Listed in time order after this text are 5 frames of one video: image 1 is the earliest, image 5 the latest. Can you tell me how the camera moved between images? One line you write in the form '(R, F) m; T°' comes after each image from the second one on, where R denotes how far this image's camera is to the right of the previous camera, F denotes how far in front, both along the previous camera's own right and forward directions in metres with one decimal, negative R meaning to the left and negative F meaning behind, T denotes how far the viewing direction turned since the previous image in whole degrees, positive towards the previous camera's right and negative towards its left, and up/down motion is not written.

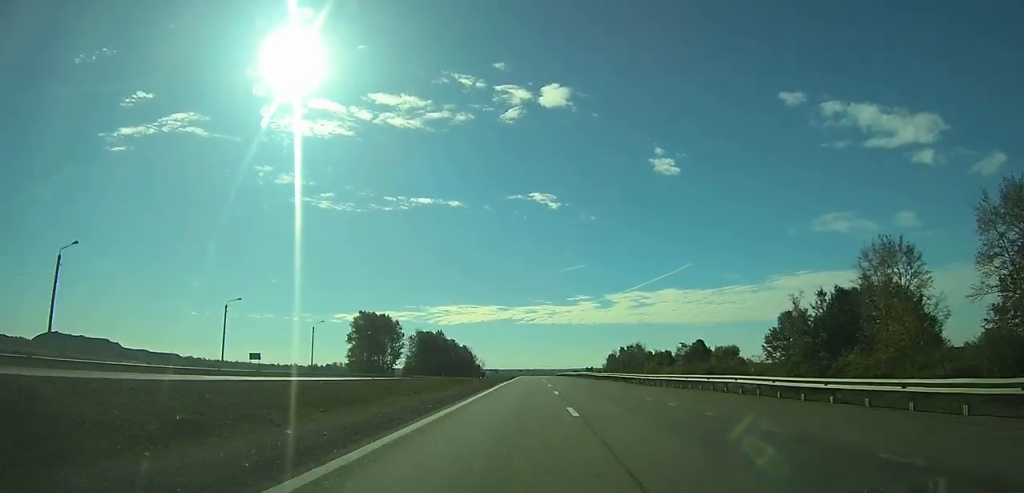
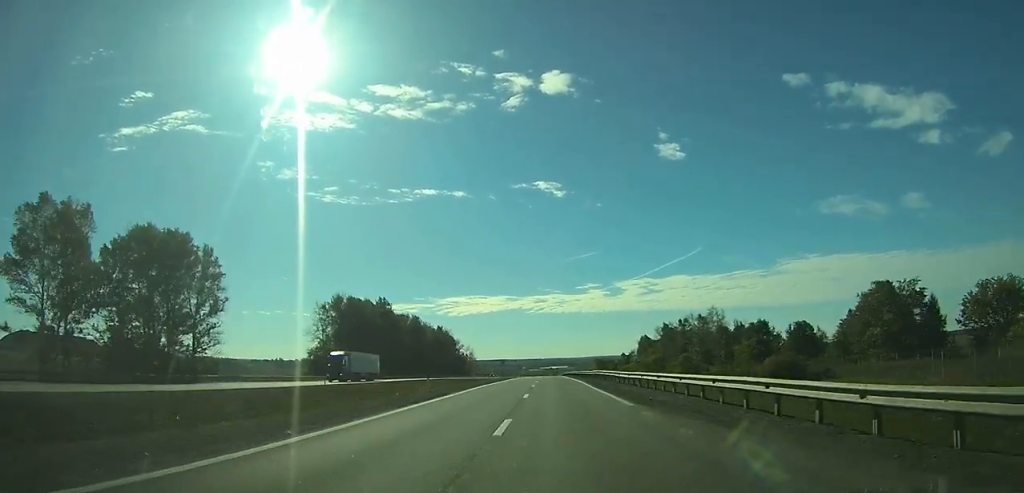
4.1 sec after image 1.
(+0.3, +111.5) m; 0°
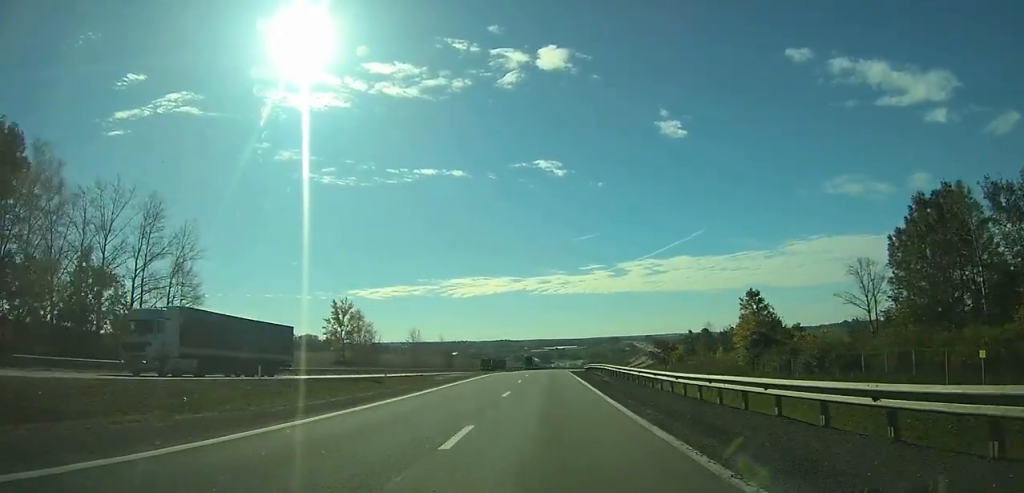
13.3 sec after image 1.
(-1.4, +252.9) m; 0°
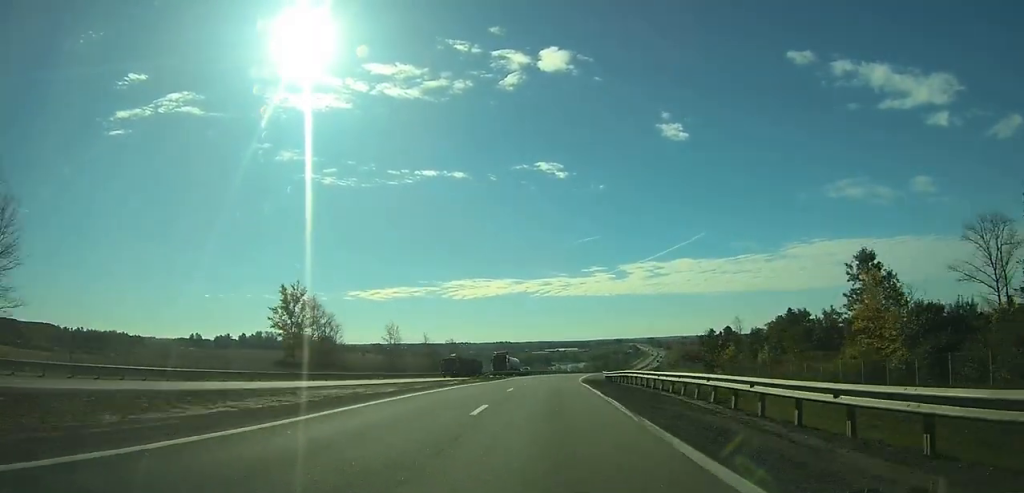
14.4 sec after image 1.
(-0.1, +31.1) m; 0°
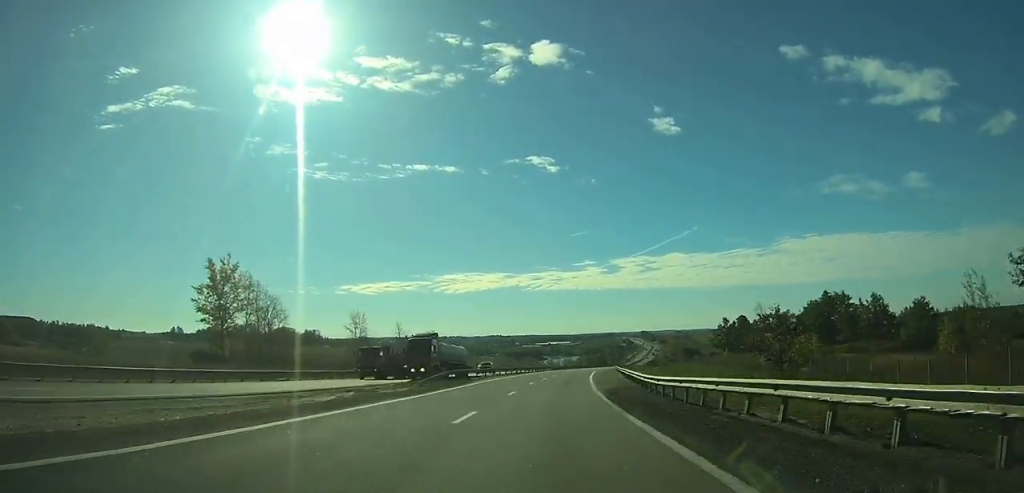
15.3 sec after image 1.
(+0.2, +25.7) m; +1°
